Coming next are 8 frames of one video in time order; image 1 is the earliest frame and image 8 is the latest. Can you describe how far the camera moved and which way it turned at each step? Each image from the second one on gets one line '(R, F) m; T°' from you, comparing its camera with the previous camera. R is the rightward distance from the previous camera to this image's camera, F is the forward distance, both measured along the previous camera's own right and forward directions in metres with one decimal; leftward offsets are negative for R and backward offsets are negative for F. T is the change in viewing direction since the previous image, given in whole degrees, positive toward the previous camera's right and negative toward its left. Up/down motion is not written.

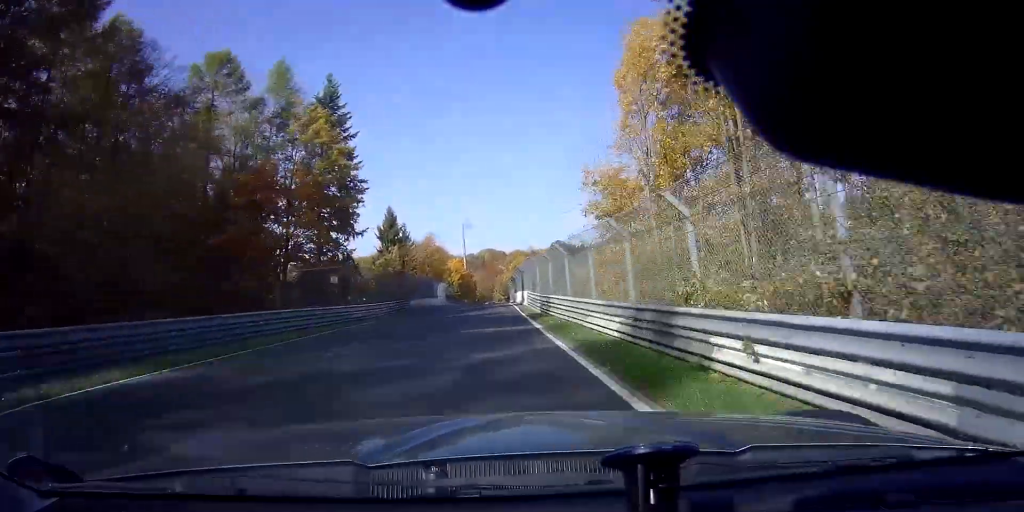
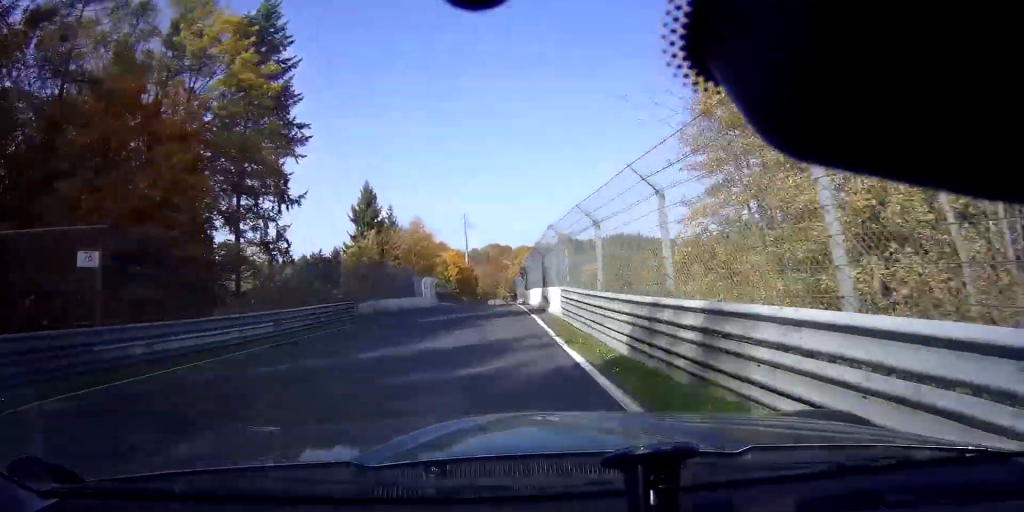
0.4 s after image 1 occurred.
(+0.2, +16.8) m; 0°
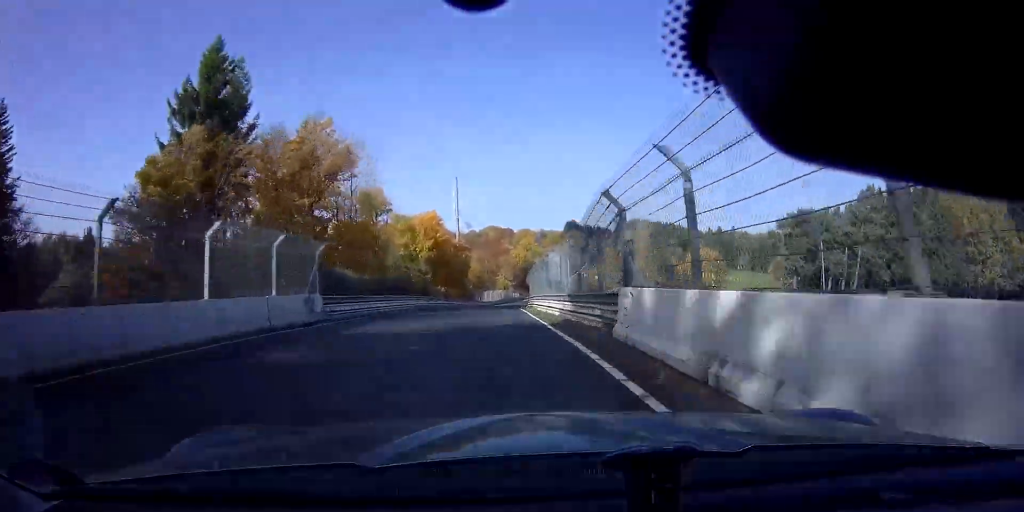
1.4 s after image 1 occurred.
(-0.5, +37.1) m; 0°
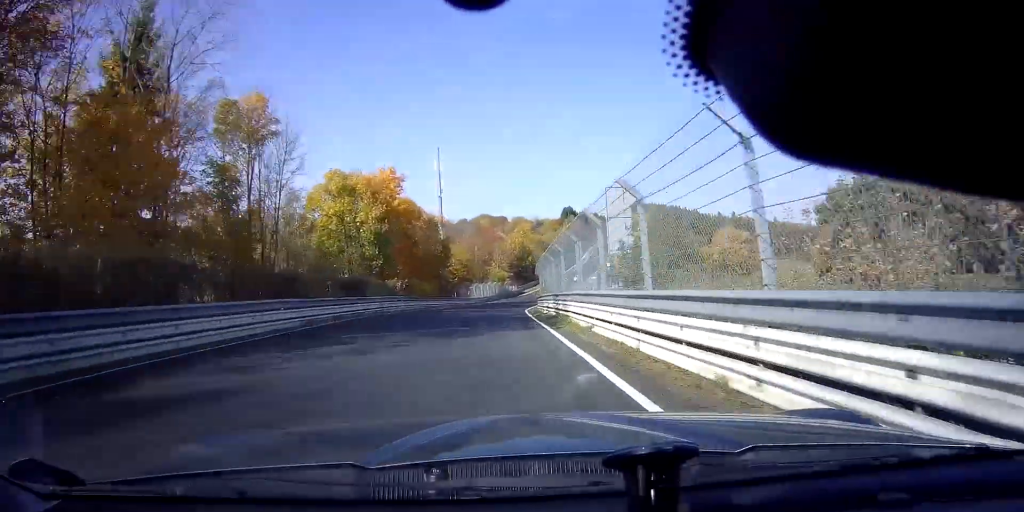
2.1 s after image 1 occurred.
(+0.3, +22.1) m; +2°
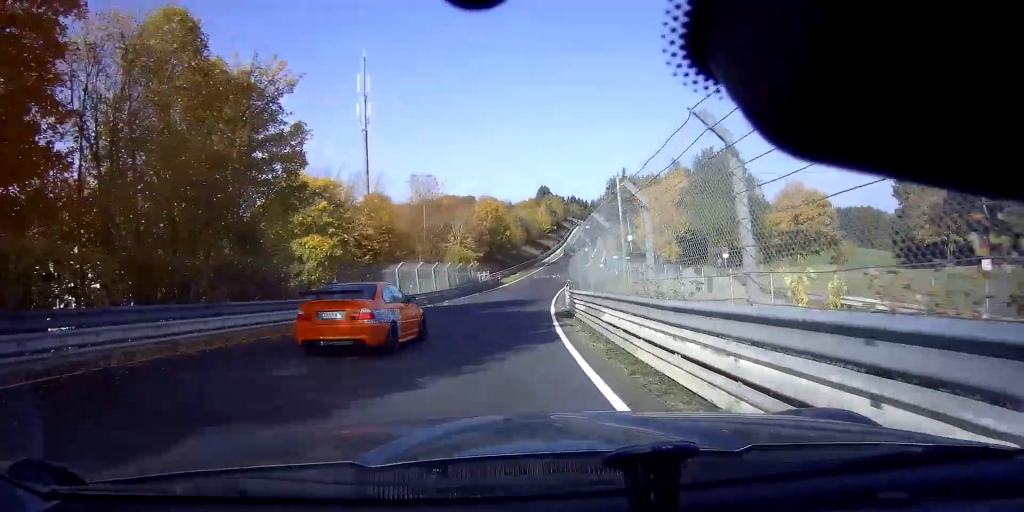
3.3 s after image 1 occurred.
(+1.3, +40.9) m; +4°
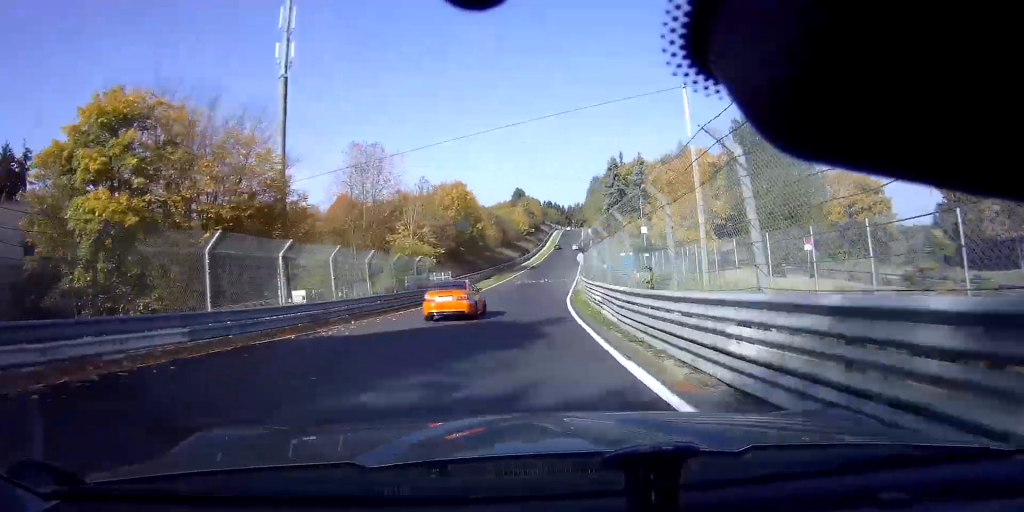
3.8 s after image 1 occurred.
(+0.4, +19.5) m; +2°
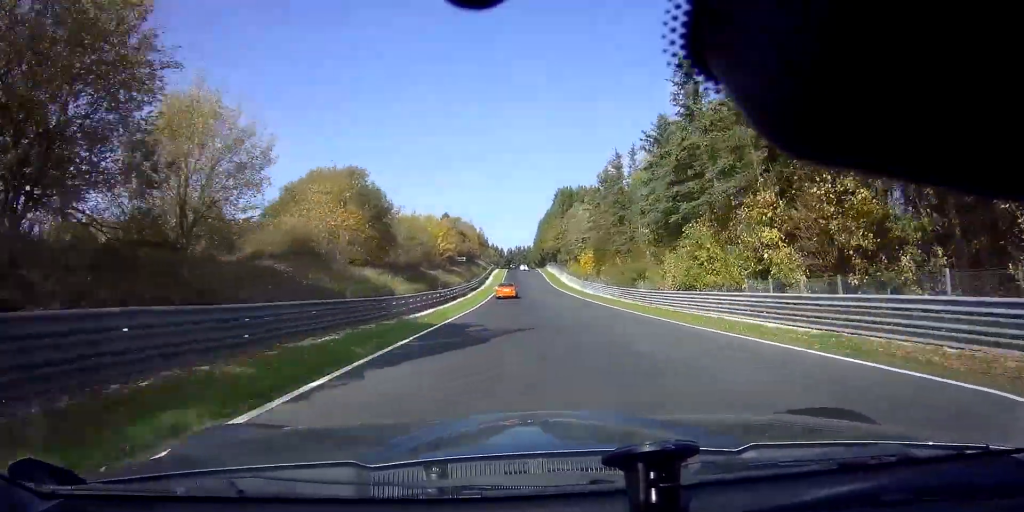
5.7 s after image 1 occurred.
(+4.0, +68.3) m; +5°
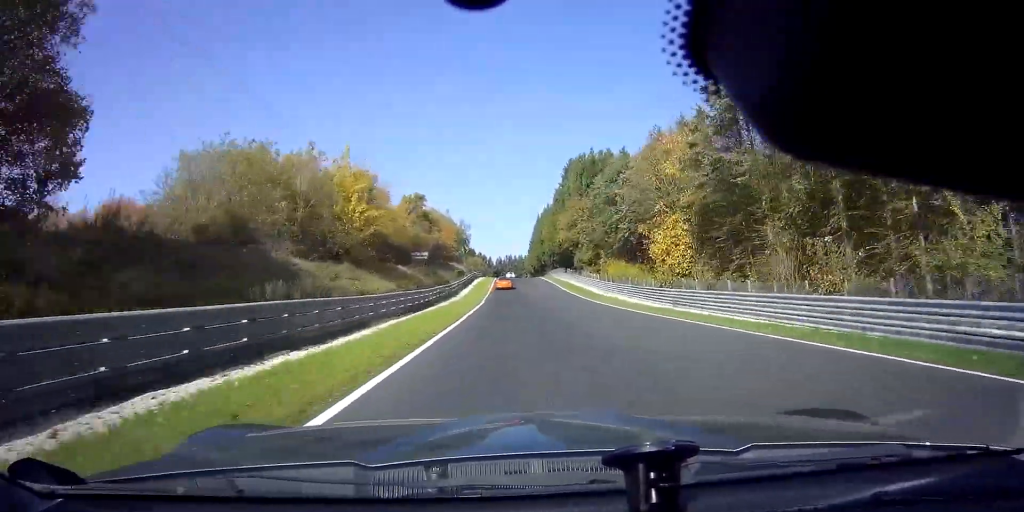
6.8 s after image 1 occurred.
(+0.5, +38.9) m; +2°
